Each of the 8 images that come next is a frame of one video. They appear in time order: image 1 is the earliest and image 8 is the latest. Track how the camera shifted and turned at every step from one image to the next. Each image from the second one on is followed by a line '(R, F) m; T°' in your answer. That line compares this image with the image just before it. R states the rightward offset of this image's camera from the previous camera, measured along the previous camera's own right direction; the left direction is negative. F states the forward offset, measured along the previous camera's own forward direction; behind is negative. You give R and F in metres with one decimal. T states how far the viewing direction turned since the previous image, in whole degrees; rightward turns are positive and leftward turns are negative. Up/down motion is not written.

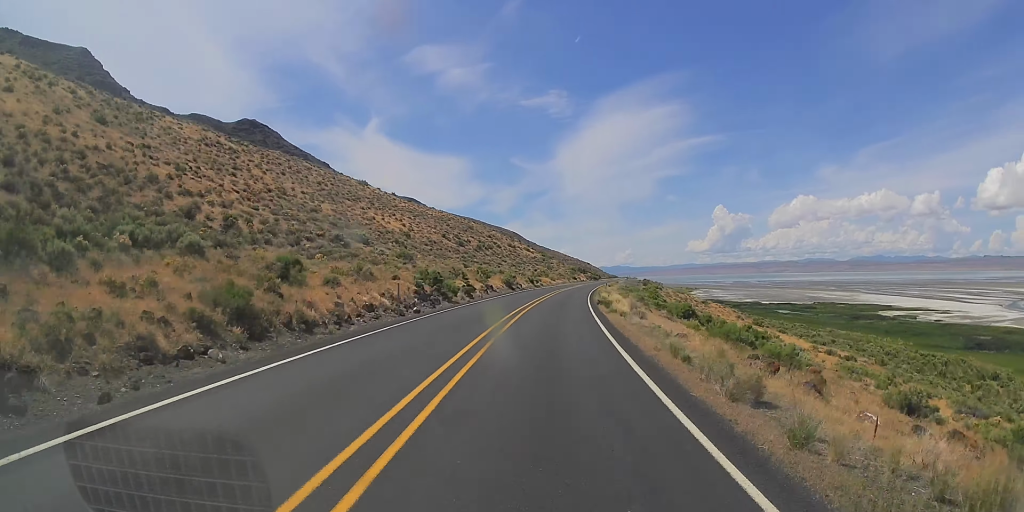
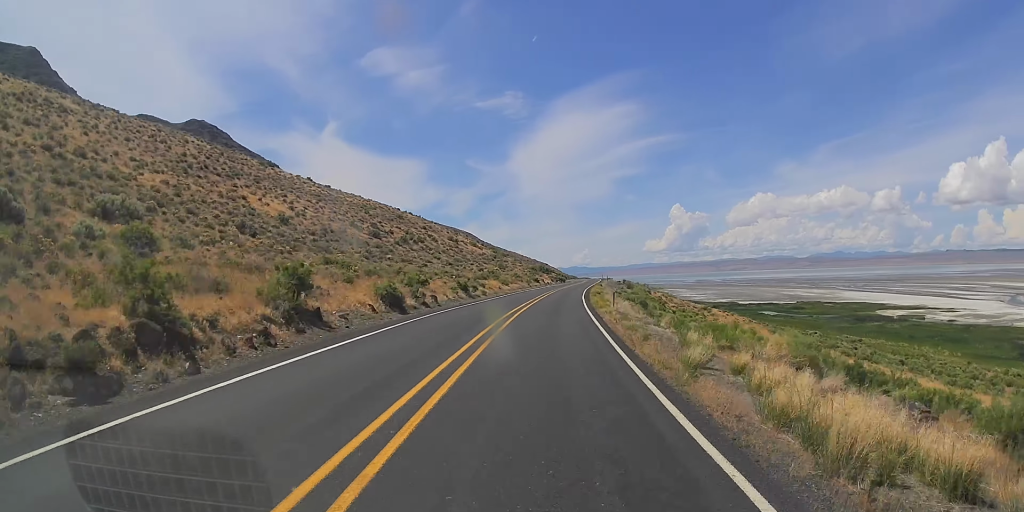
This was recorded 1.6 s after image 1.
(+1.4, +38.2) m; +3°
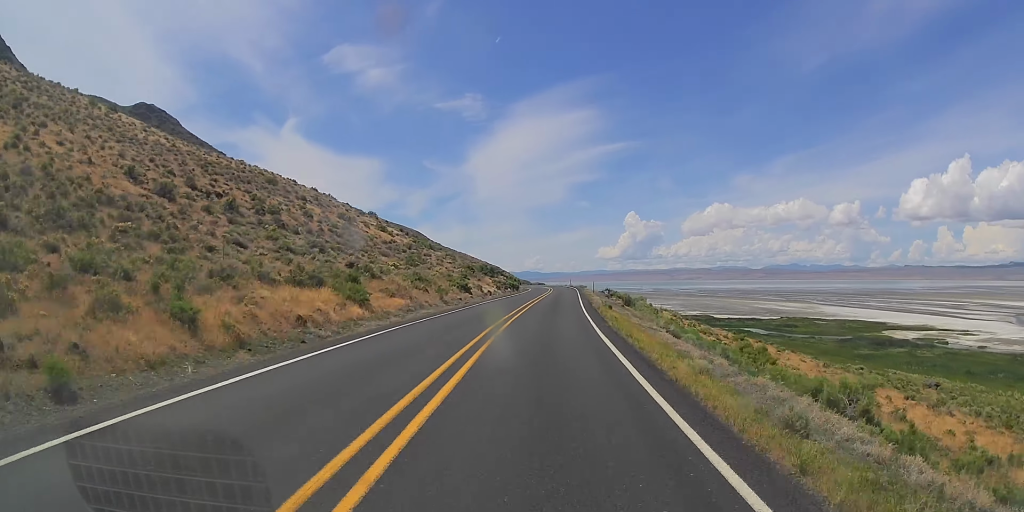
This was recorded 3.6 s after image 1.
(-0.1, +47.7) m; +3°
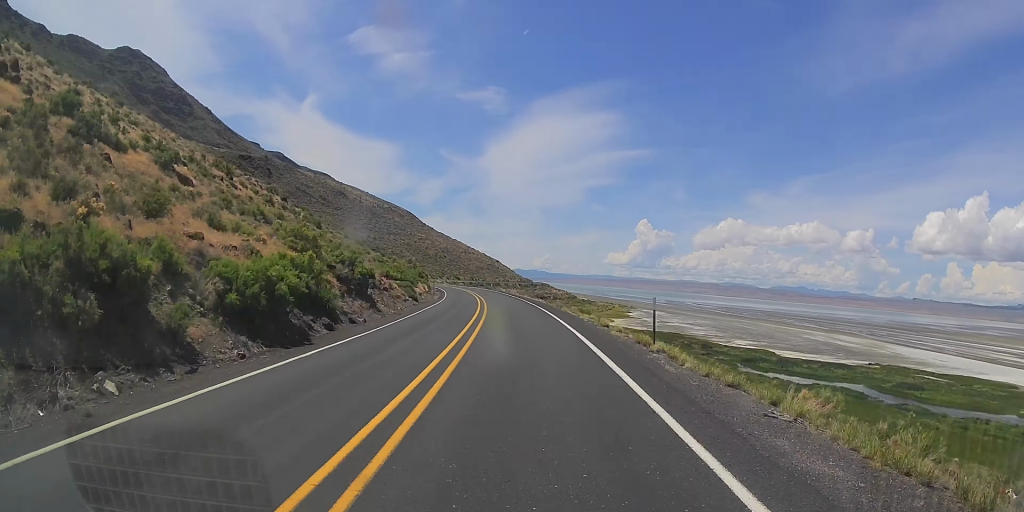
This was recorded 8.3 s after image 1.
(+6.2, +109.0) m; +1°
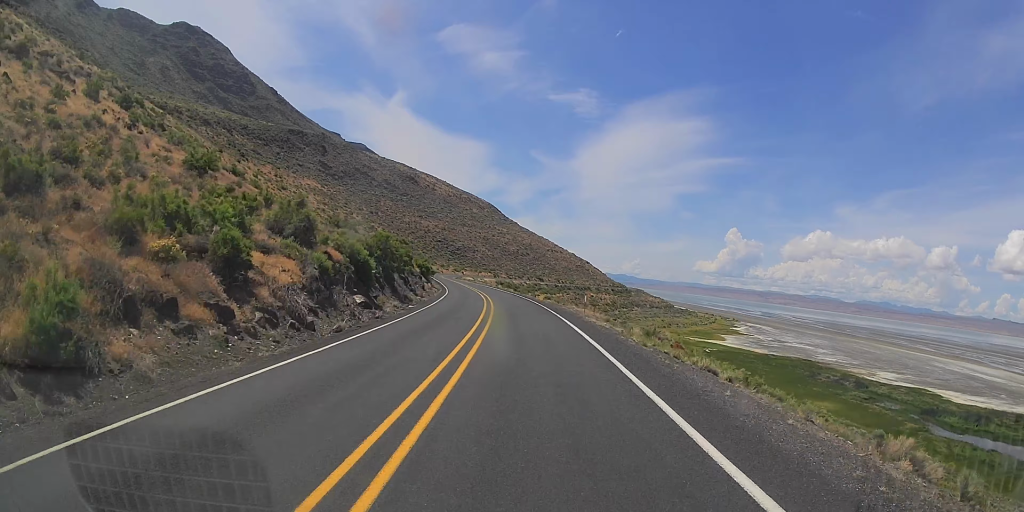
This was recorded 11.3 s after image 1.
(-0.1, +71.0) m; -6°
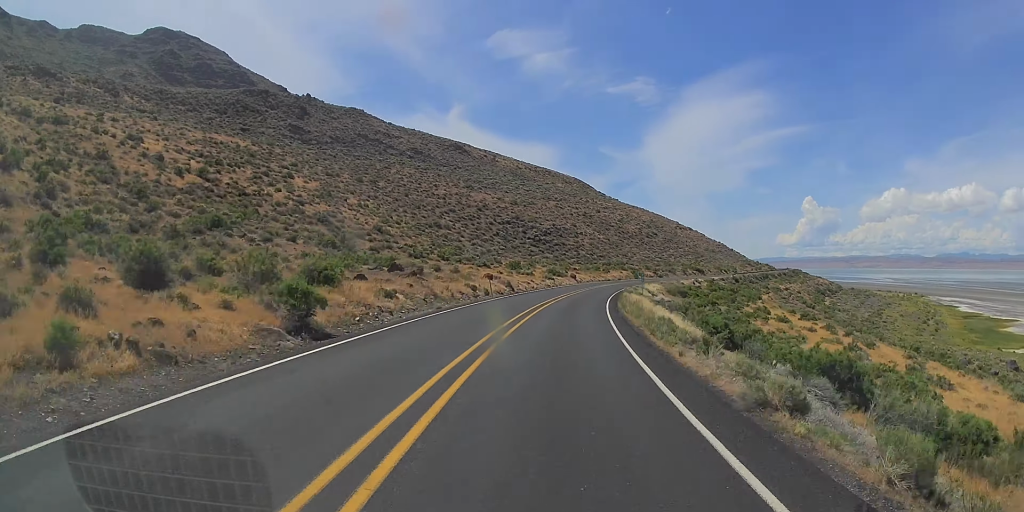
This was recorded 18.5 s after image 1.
(-26.1, +166.3) m; -7°
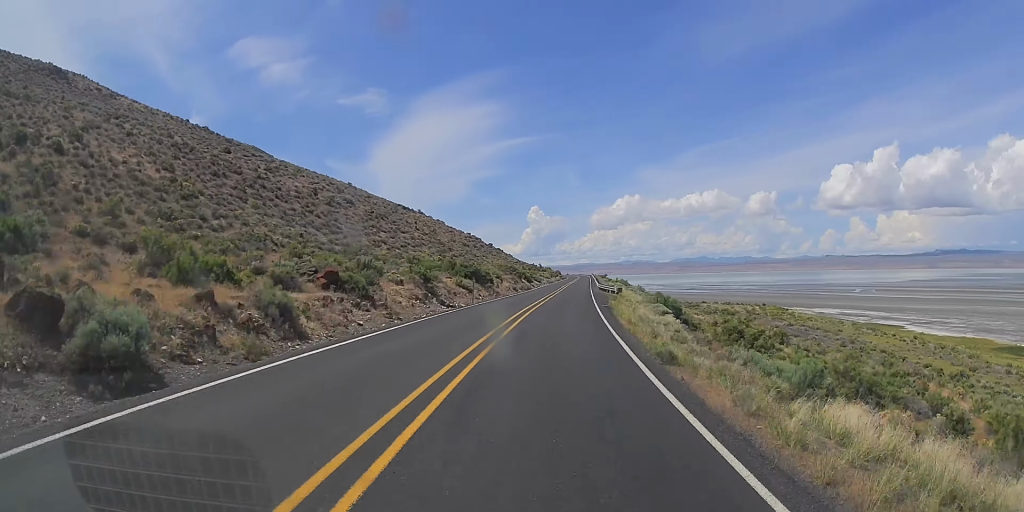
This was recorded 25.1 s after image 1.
(+27.5, +150.2) m; +20°
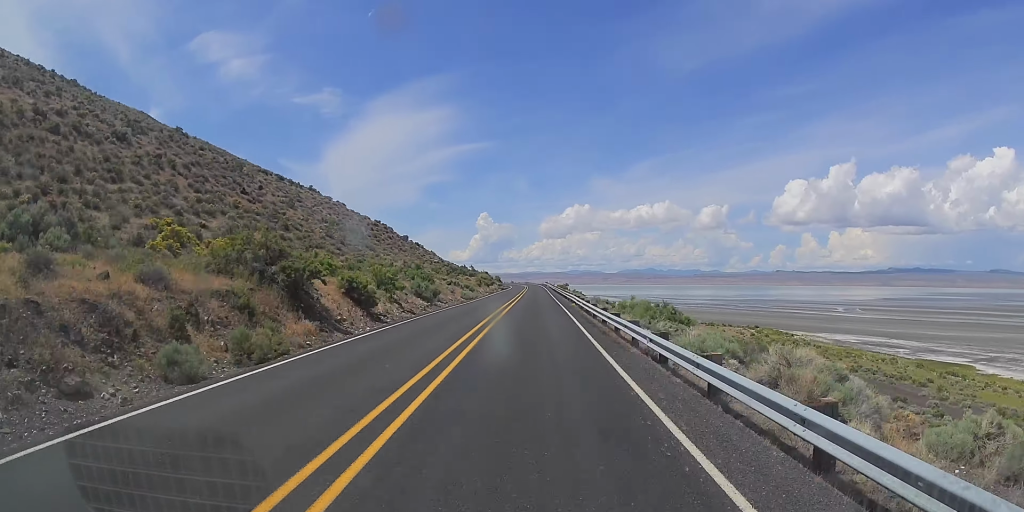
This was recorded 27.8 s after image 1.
(+5.9, +63.3) m; +5°
